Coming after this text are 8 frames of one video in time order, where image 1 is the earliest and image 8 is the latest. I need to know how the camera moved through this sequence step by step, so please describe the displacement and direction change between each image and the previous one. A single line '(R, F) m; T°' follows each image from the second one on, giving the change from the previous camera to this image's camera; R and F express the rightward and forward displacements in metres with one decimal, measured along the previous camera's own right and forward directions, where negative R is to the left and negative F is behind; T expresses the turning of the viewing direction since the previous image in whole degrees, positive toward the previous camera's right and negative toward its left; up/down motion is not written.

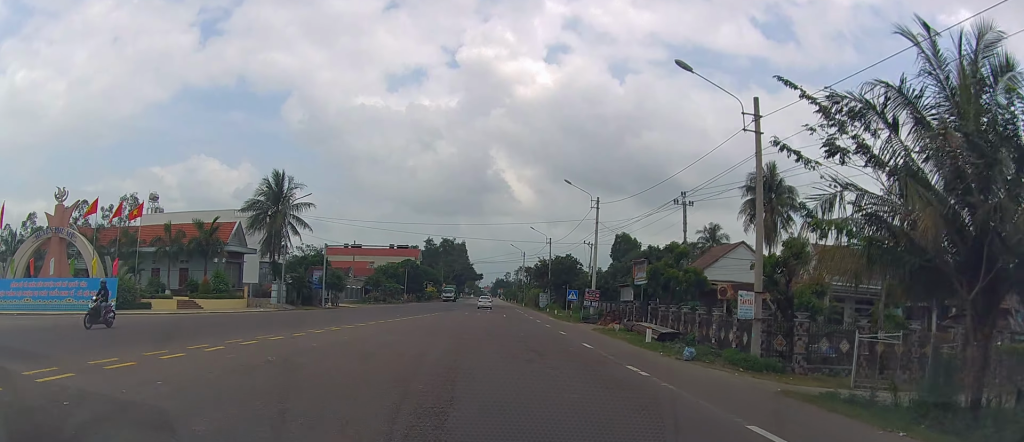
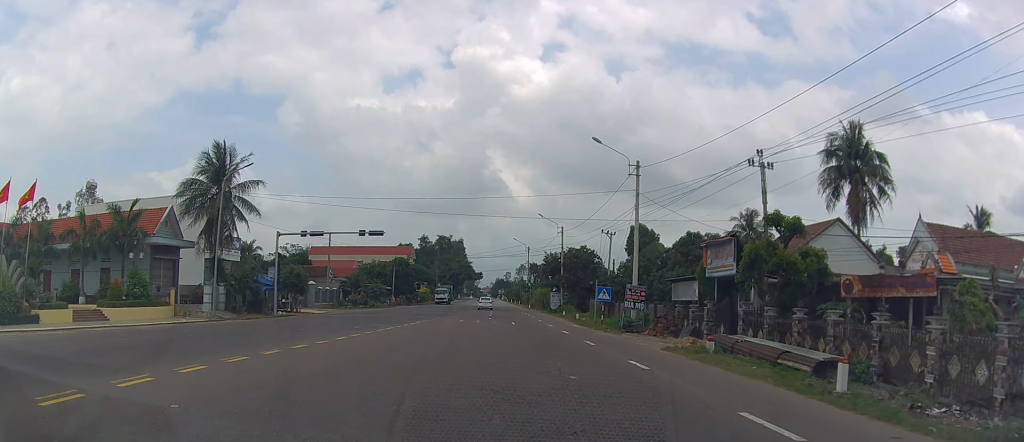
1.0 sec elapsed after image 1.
(+0.2, +15.1) m; +1°
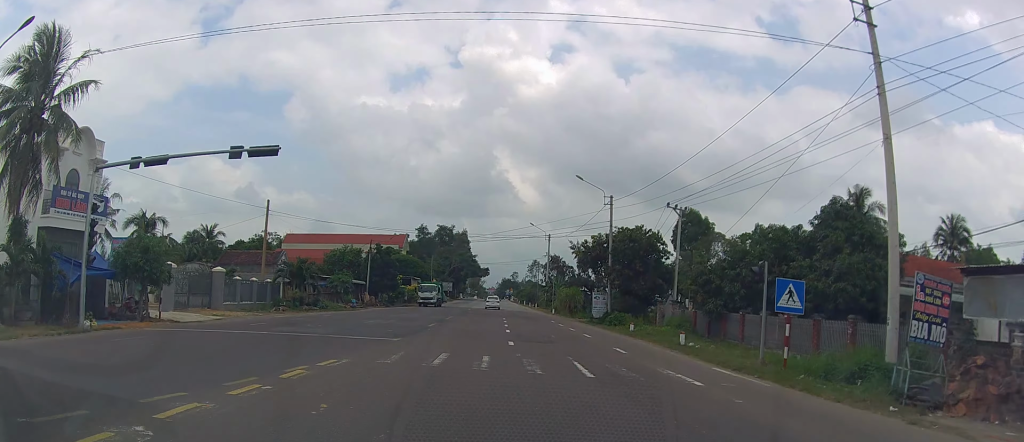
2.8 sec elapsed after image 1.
(0.0, +26.3) m; 0°
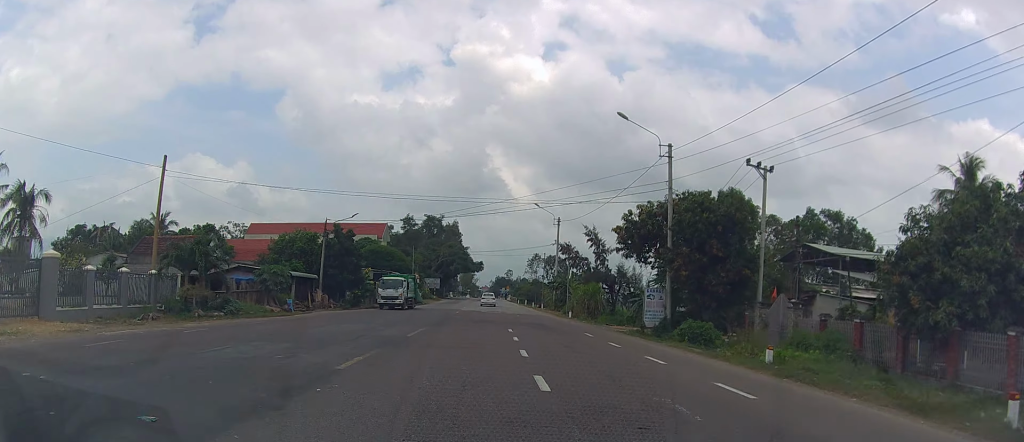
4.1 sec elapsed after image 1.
(0.0, +18.7) m; -3°
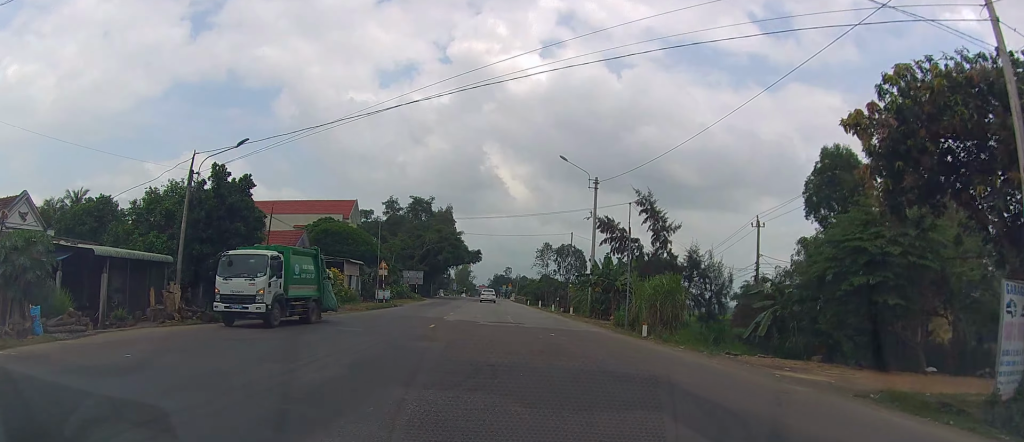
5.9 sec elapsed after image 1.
(-0.7, +25.8) m; +1°
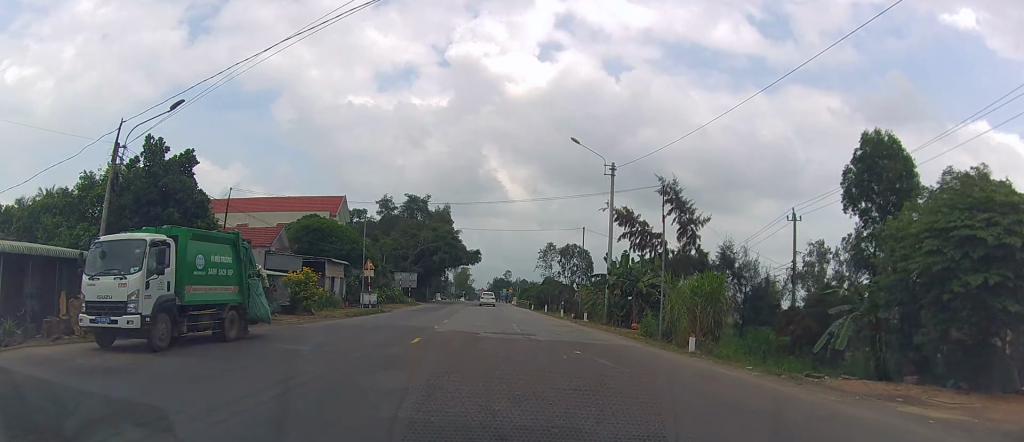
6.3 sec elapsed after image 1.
(+0.2, +6.8) m; +2°
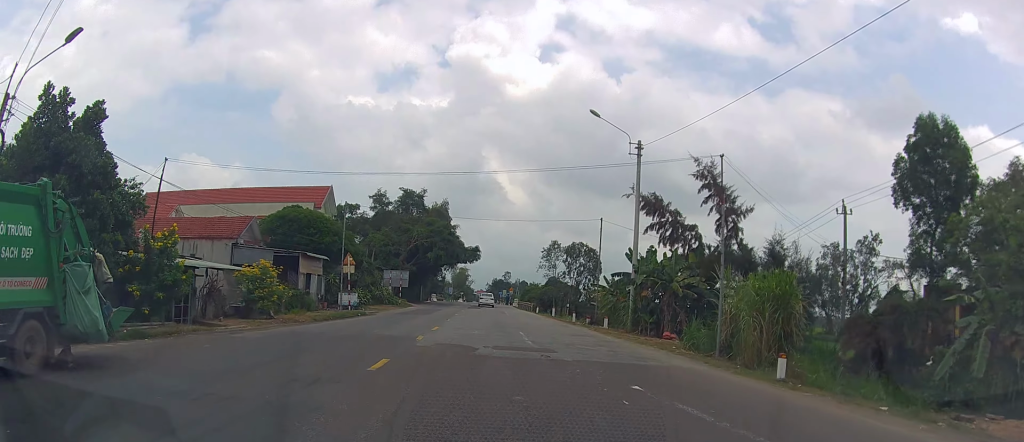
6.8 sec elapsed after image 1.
(0.0, +7.3) m; 0°
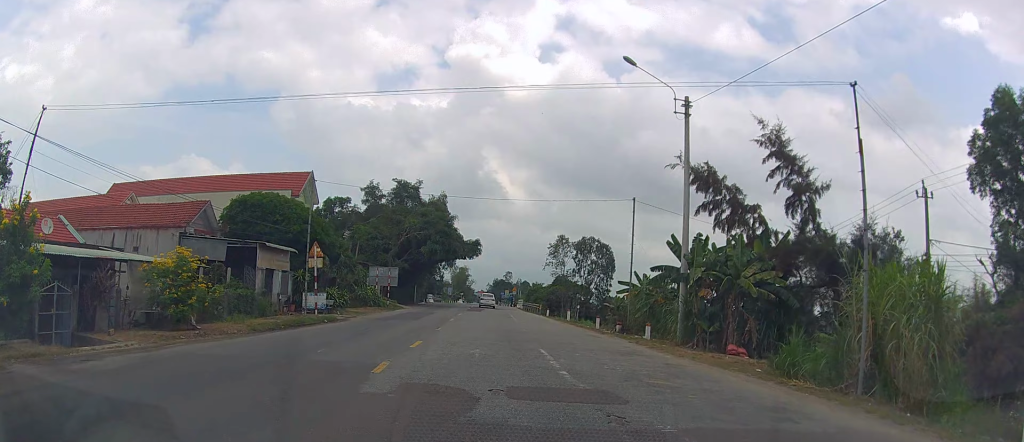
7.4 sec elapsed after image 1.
(0.0, +8.8) m; 0°
